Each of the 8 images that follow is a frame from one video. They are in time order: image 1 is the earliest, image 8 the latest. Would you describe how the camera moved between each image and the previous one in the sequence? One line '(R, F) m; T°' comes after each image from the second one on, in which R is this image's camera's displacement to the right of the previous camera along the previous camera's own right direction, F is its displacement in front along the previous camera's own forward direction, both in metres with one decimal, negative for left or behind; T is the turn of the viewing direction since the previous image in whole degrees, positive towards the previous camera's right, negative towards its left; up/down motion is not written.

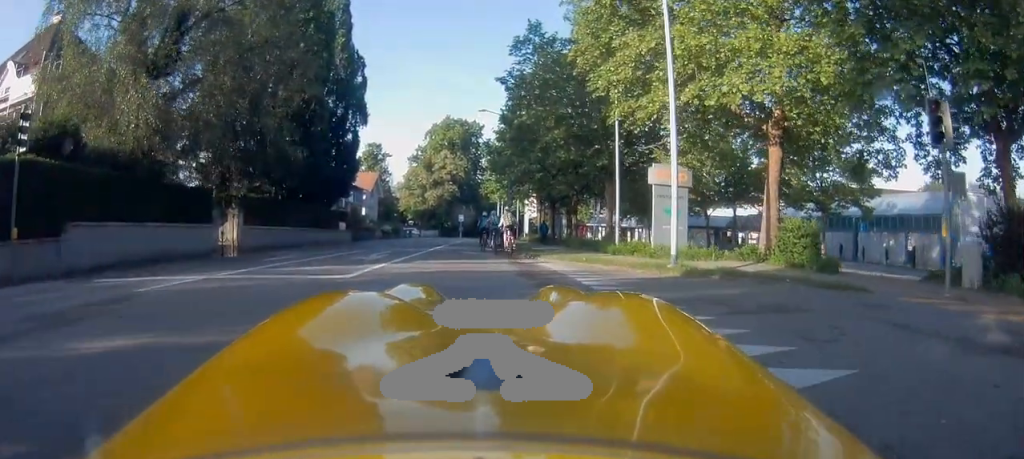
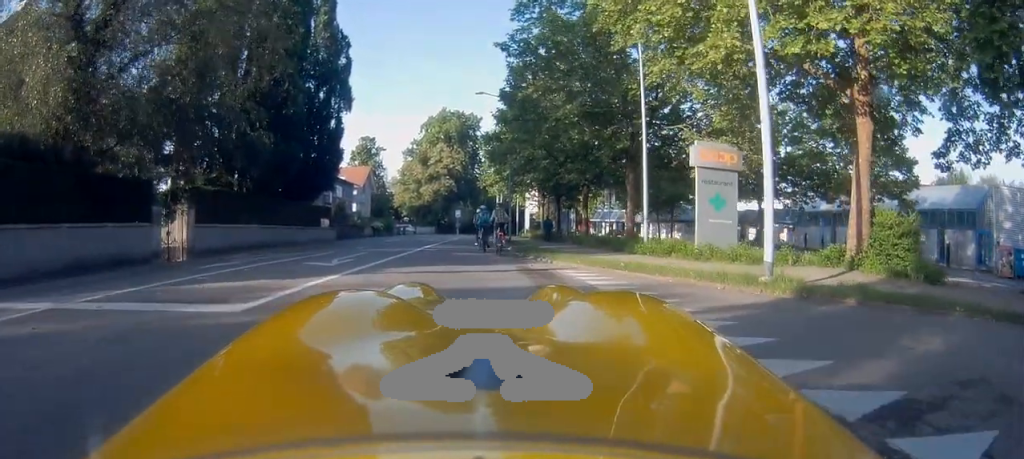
(-0.1, +3.7) m; -1°
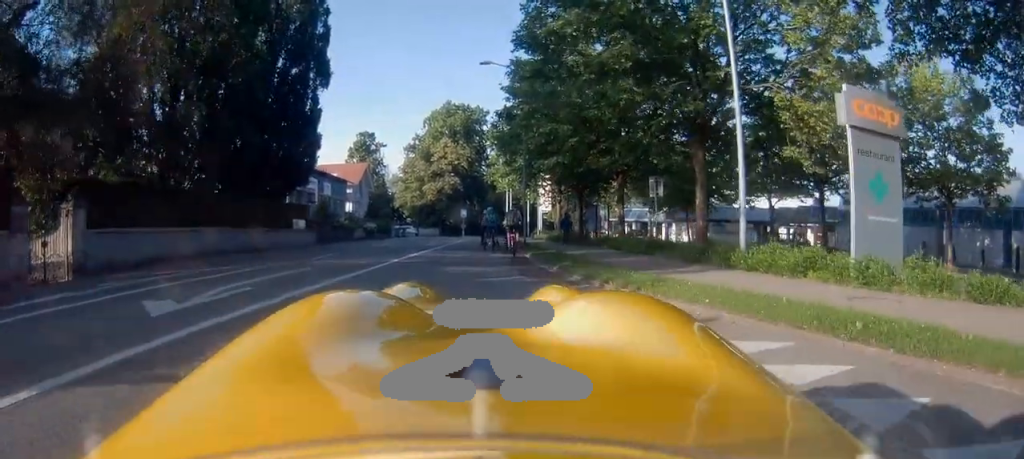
(0.0, +6.3) m; 0°
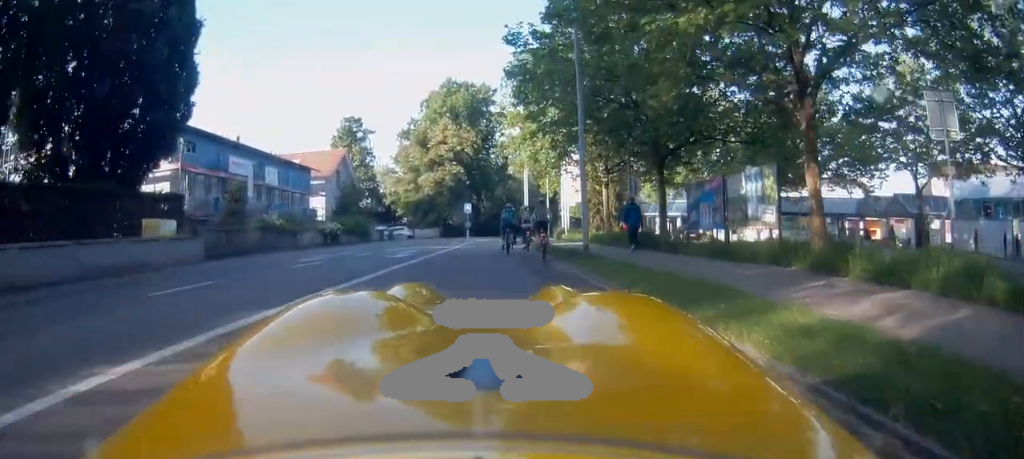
(-0.4, +14.3) m; -5°
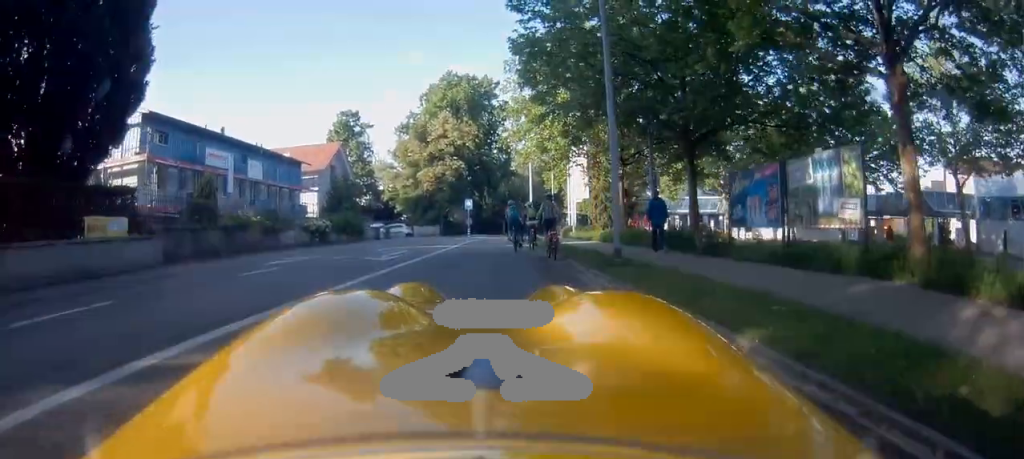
(0.0, +2.9) m; 0°
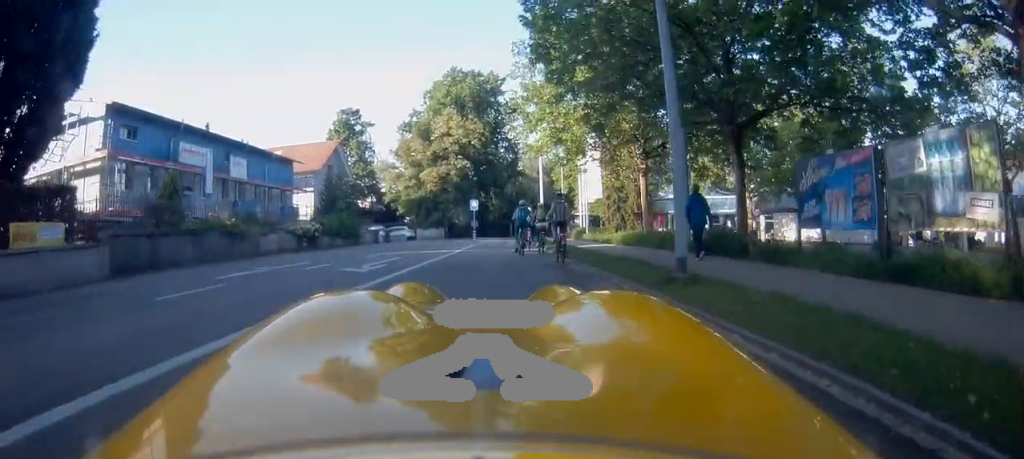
(0.0, +3.1) m; 0°
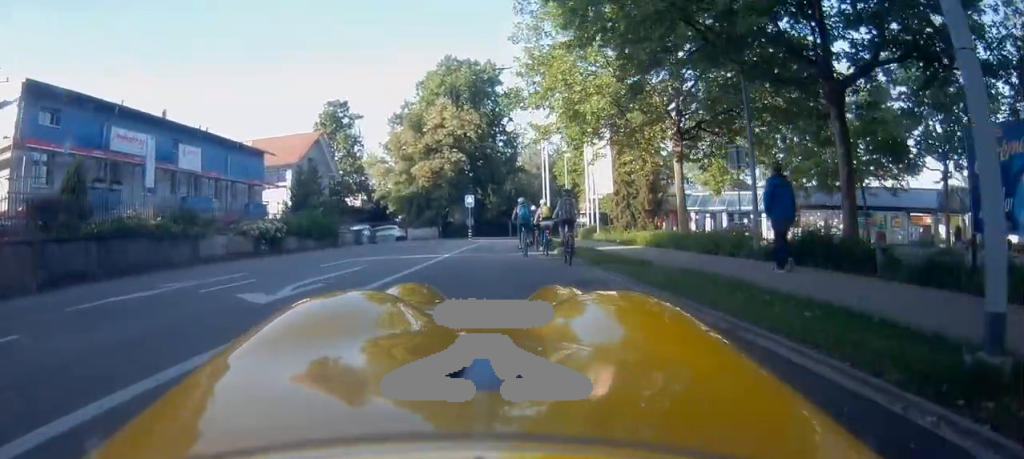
(0.0, +5.0) m; 0°
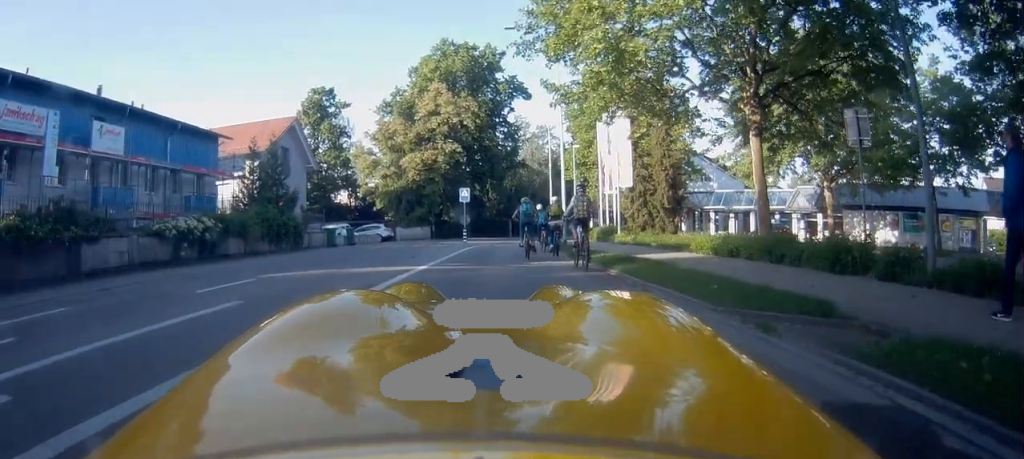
(0.0, +6.3) m; +1°
